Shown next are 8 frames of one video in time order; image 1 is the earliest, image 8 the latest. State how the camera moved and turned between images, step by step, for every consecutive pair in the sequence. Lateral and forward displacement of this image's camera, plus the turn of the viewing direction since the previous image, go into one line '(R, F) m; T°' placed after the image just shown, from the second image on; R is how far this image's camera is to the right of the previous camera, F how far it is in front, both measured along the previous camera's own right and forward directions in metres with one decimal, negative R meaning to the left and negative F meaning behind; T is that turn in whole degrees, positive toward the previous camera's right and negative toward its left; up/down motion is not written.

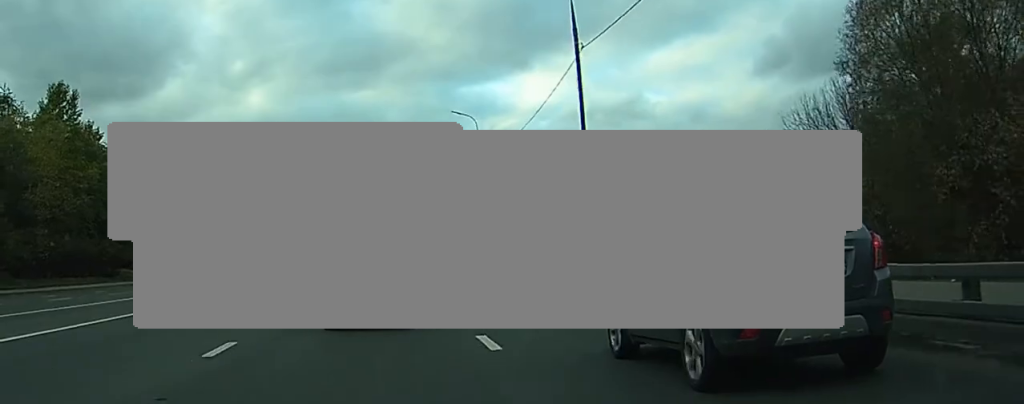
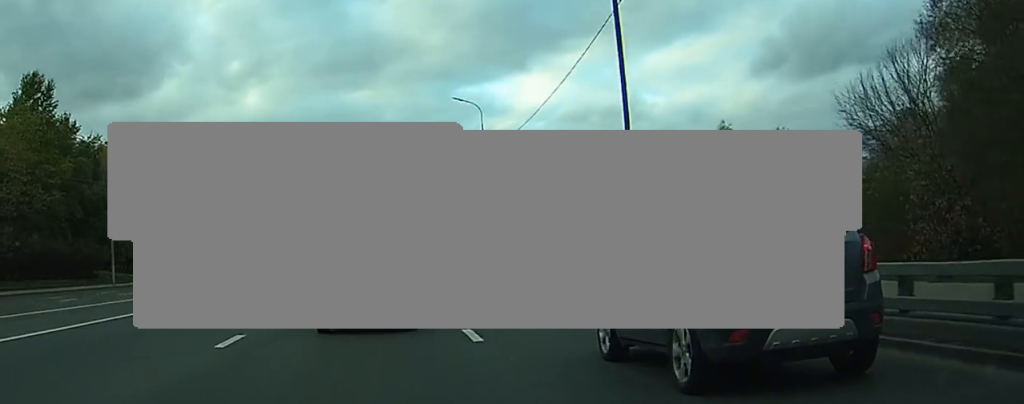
(+0.2, +6.5) m; +1°
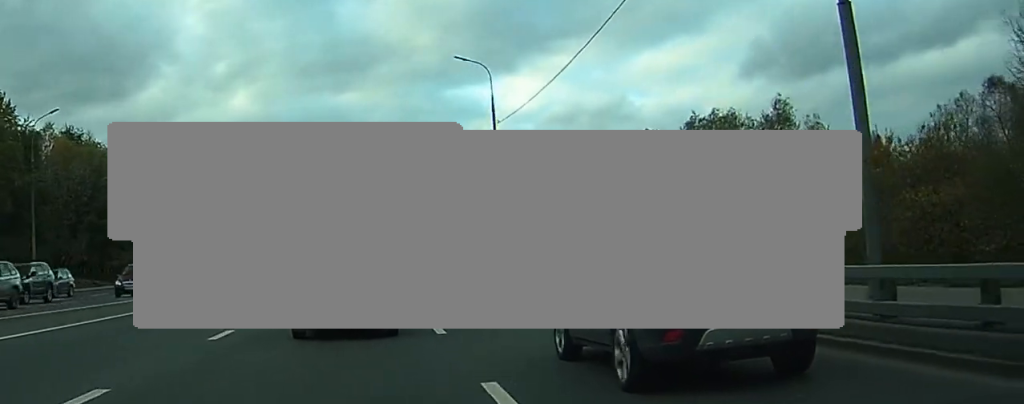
(+0.4, +14.3) m; +1°
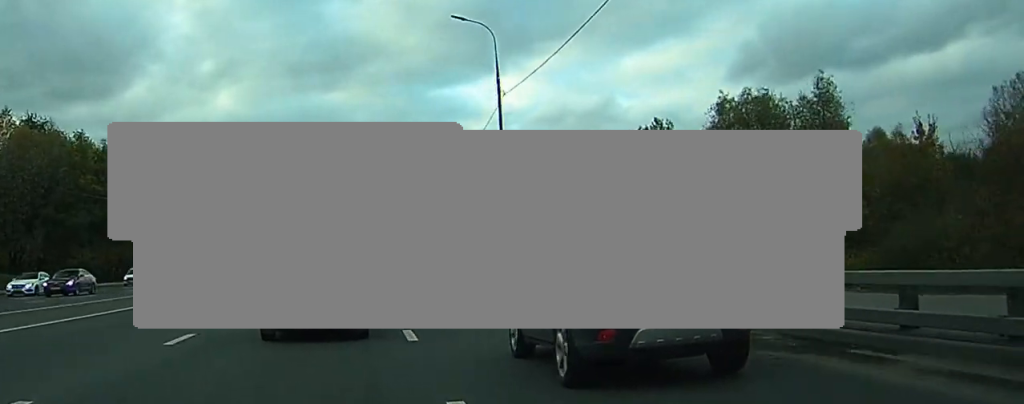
(+0.1, +9.1) m; -1°
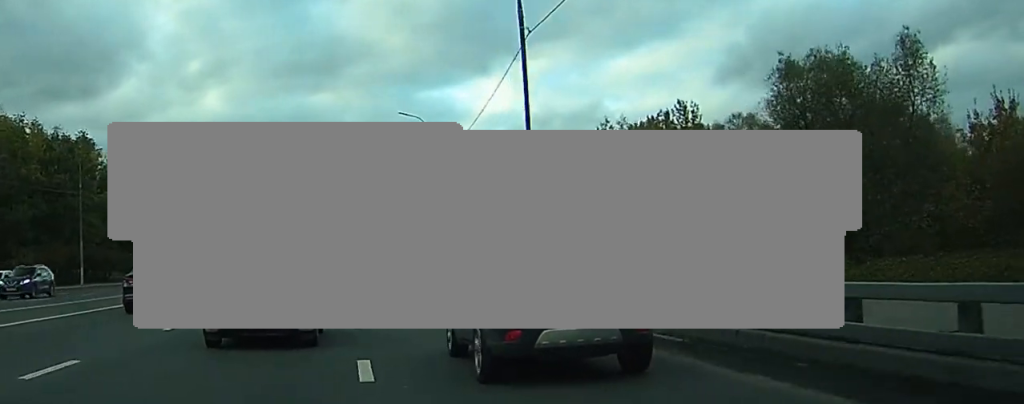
(-0.3, +12.1) m; -2°
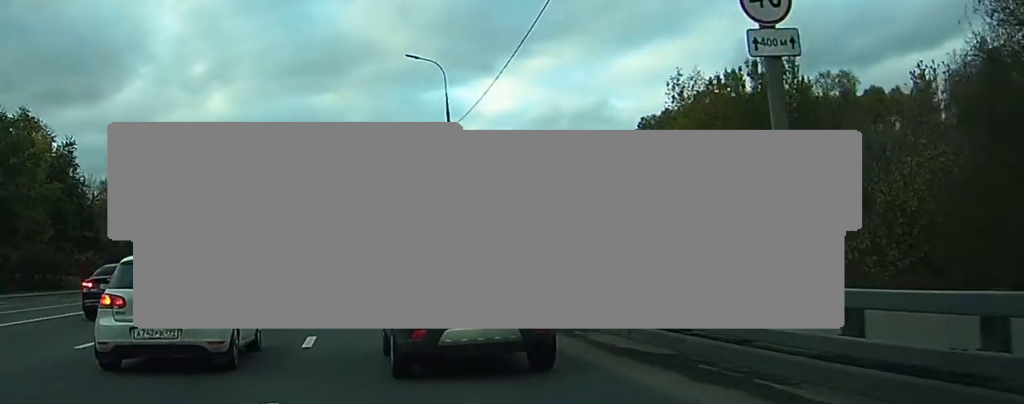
(-0.1, +18.7) m; 0°
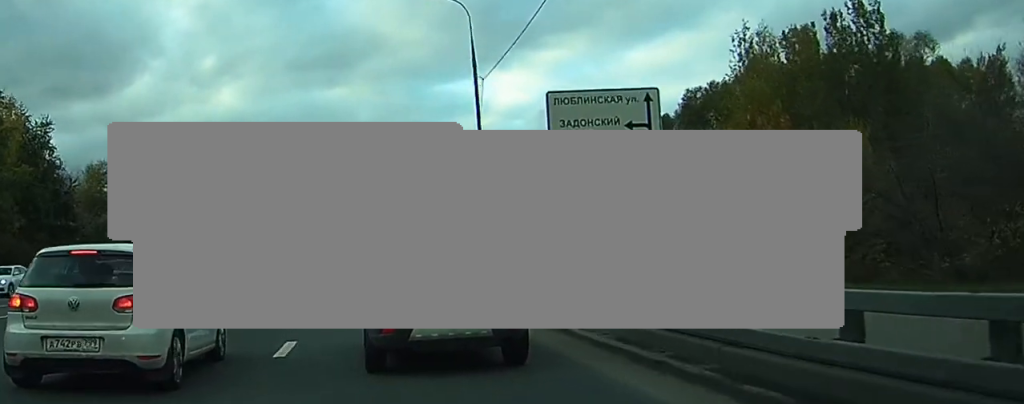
(0.0, +9.9) m; +1°
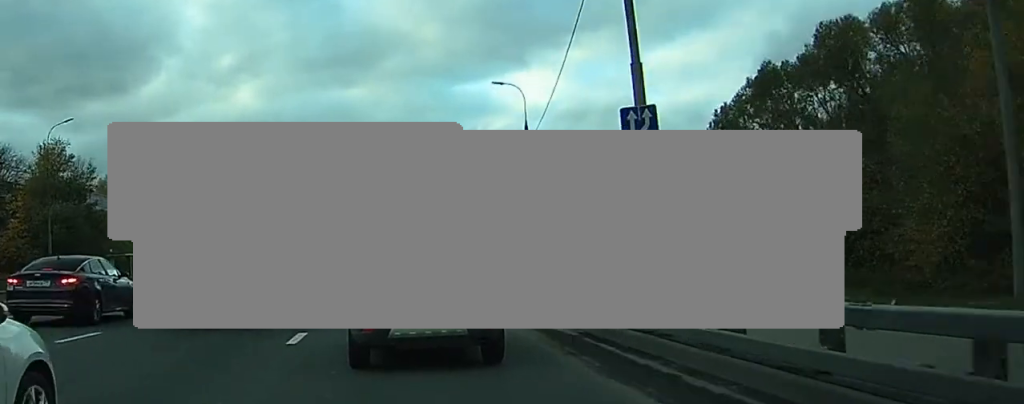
(+0.3, +21.6) m; +1°
